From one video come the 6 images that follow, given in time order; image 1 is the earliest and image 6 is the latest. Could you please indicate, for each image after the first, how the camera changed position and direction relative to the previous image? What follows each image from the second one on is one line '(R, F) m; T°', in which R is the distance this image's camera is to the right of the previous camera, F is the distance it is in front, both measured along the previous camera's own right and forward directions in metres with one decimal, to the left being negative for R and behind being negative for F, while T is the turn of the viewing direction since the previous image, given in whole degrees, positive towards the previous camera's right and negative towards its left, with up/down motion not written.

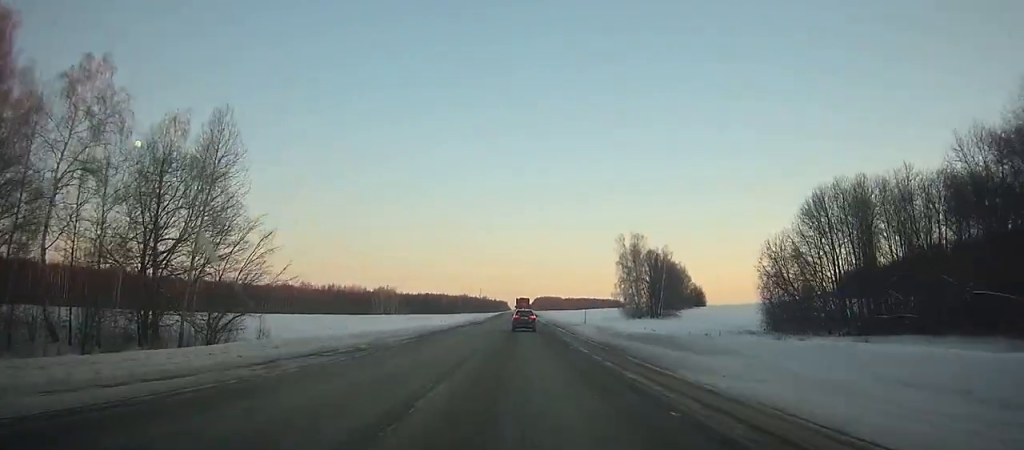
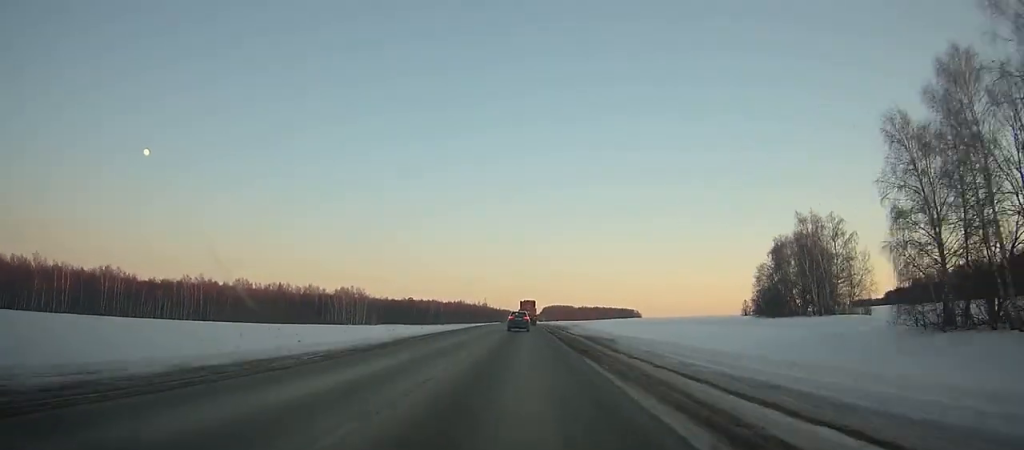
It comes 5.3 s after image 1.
(+0.5, +124.9) m; 0°
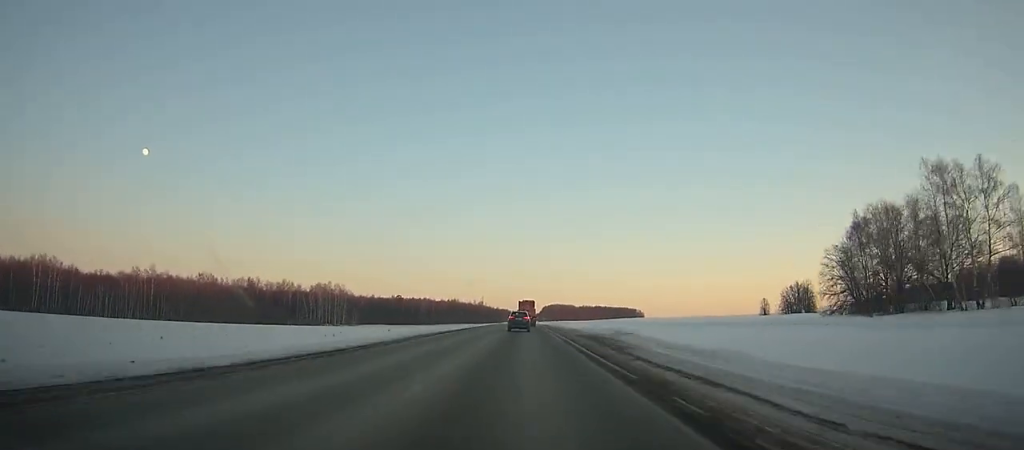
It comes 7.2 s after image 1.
(-0.1, +43.8) m; 0°
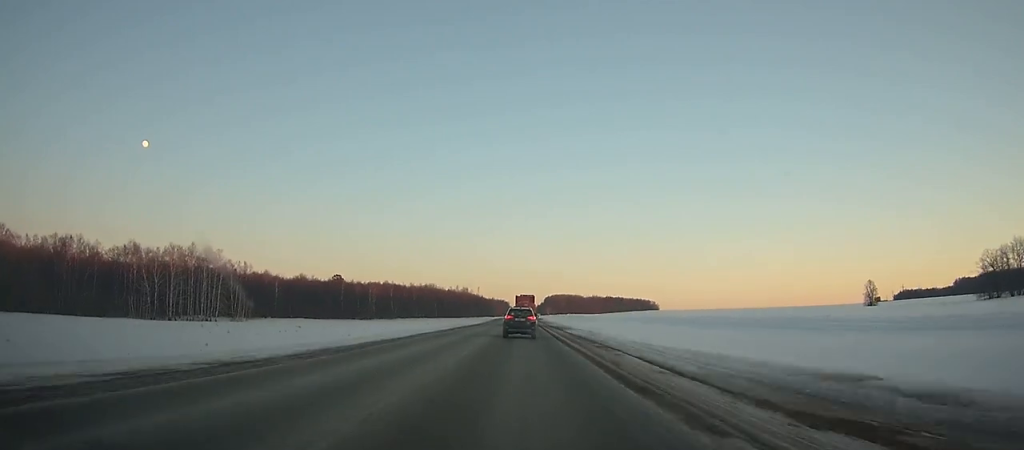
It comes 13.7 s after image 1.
(-0.3, +145.2) m; 0°
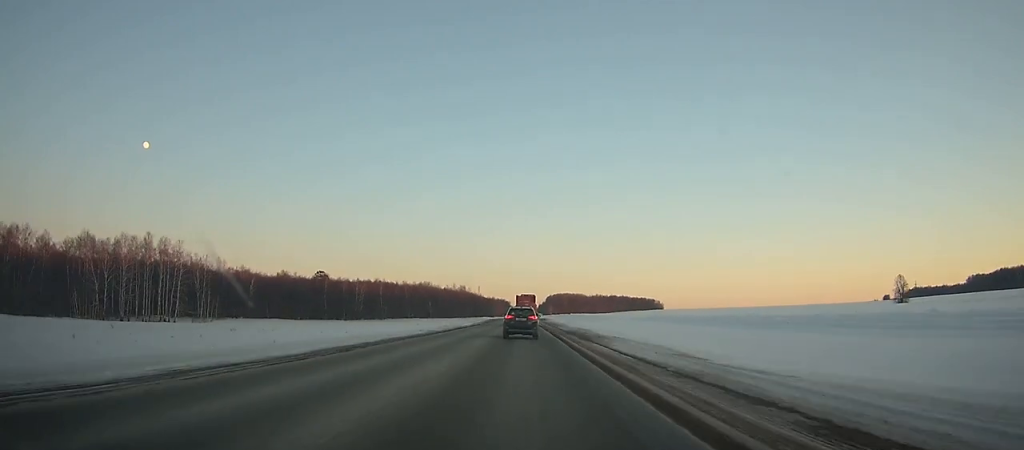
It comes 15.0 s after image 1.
(0.0, +27.7) m; 0°
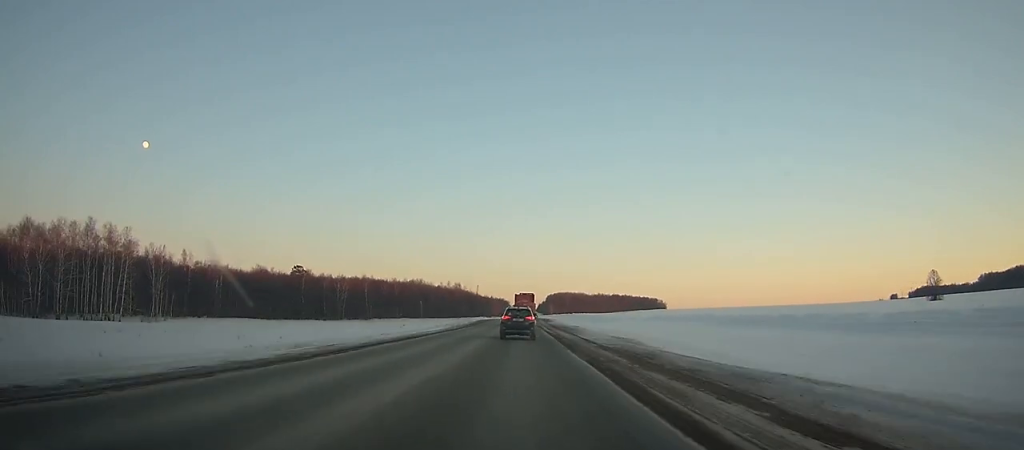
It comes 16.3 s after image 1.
(+0.1, +27.5) m; 0°
